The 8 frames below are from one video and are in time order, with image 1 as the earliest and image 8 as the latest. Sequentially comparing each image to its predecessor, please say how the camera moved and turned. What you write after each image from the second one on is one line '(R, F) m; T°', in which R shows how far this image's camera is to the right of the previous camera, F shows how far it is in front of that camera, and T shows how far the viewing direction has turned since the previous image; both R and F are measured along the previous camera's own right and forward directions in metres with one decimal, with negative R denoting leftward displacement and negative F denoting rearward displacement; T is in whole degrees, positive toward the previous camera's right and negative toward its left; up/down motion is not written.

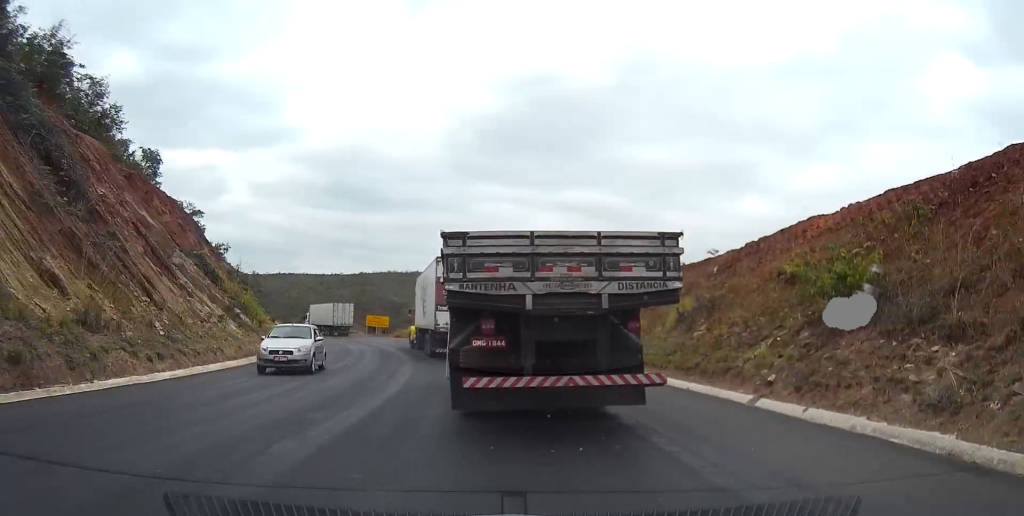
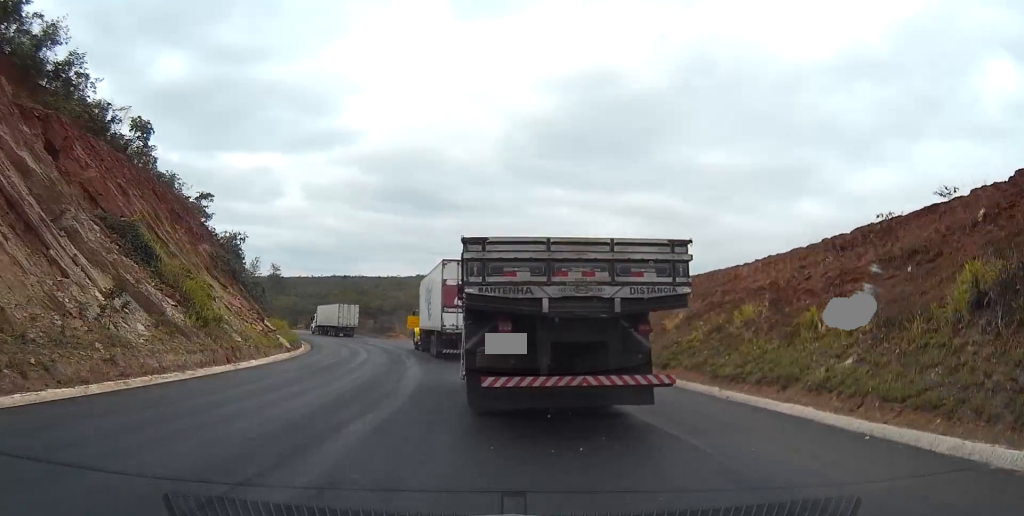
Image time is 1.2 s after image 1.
(-1.1, +14.5) m; -4°
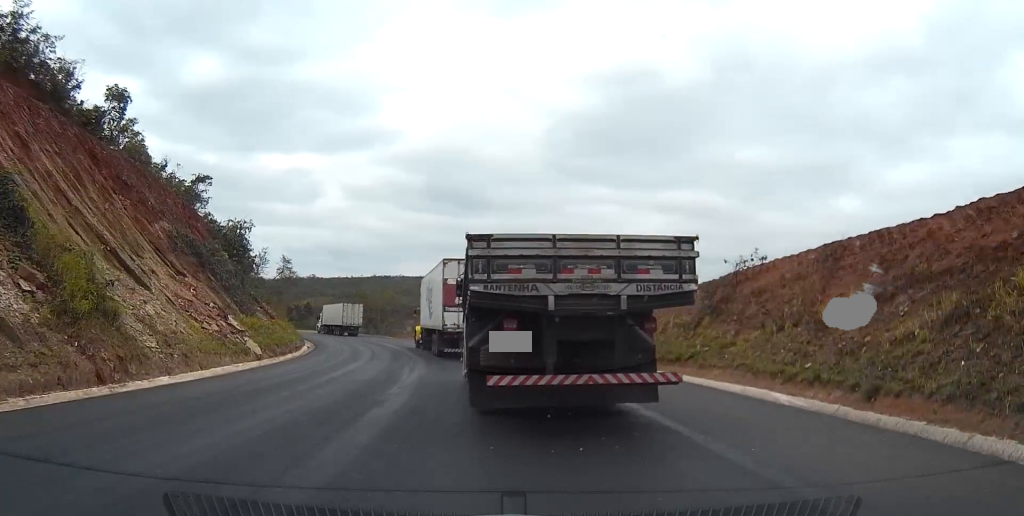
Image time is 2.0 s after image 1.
(0.0, +11.2) m; 0°
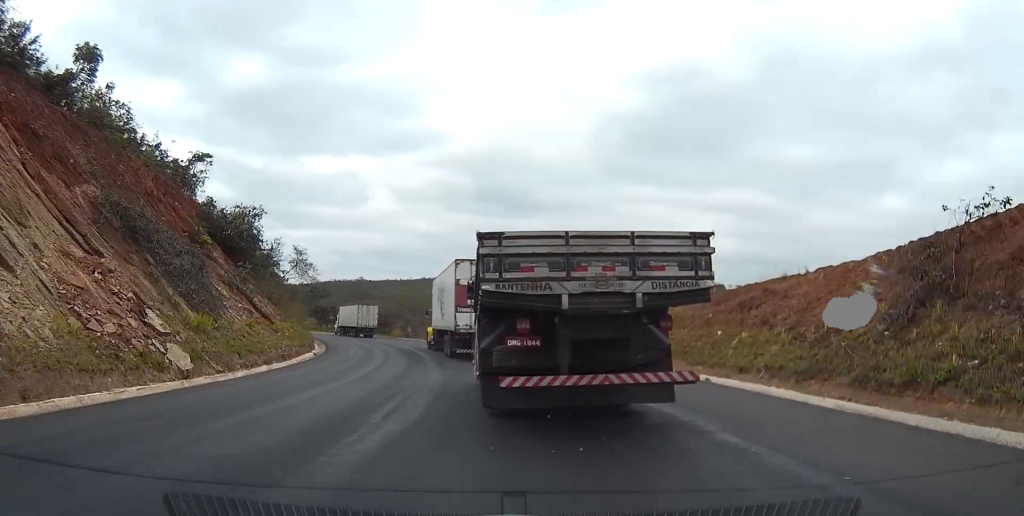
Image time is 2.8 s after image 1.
(0.0, +11.1) m; 0°
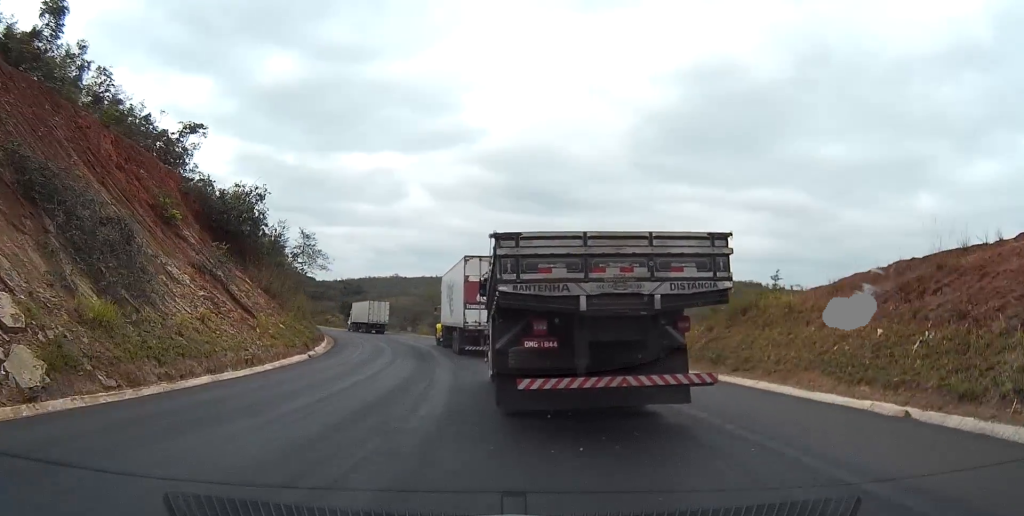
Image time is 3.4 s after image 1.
(0.0, +8.5) m; 0°
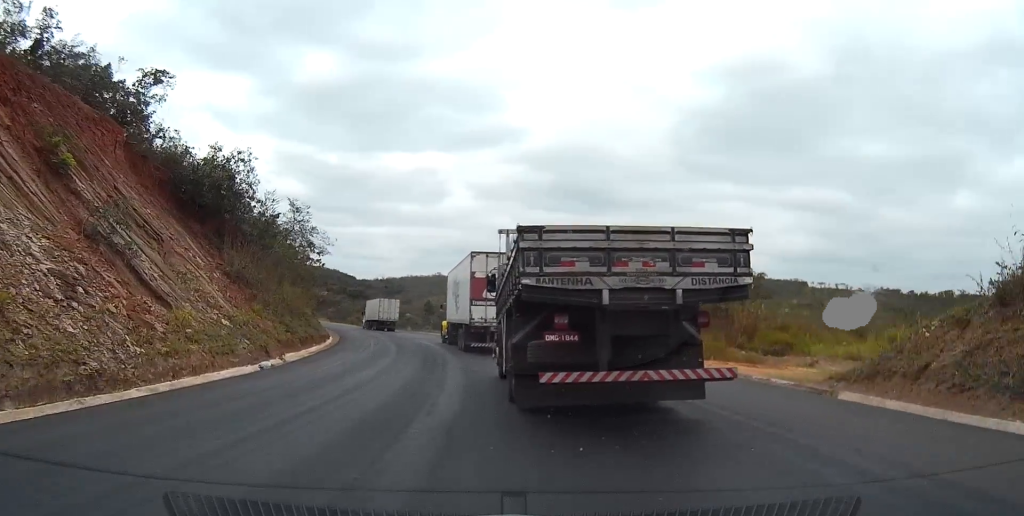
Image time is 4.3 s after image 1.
(0.0, +12.5) m; 0°
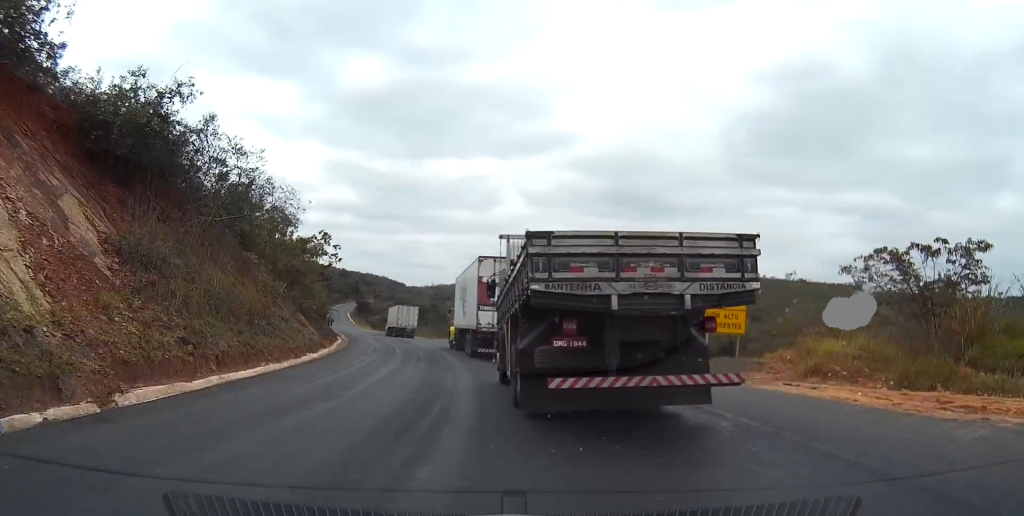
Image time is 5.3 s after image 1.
(0.0, +16.0) m; -7°
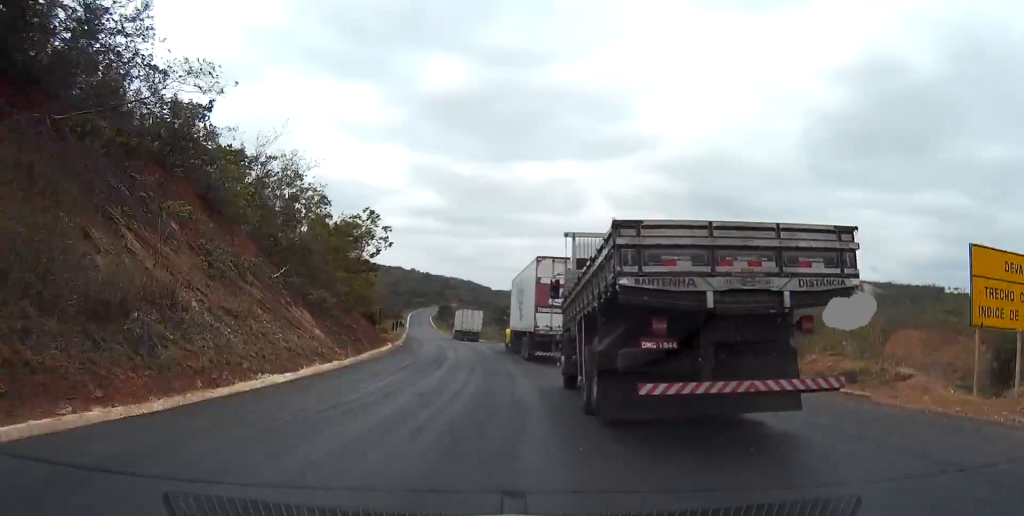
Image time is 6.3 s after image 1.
(-1.9, +15.9) m; -8°
